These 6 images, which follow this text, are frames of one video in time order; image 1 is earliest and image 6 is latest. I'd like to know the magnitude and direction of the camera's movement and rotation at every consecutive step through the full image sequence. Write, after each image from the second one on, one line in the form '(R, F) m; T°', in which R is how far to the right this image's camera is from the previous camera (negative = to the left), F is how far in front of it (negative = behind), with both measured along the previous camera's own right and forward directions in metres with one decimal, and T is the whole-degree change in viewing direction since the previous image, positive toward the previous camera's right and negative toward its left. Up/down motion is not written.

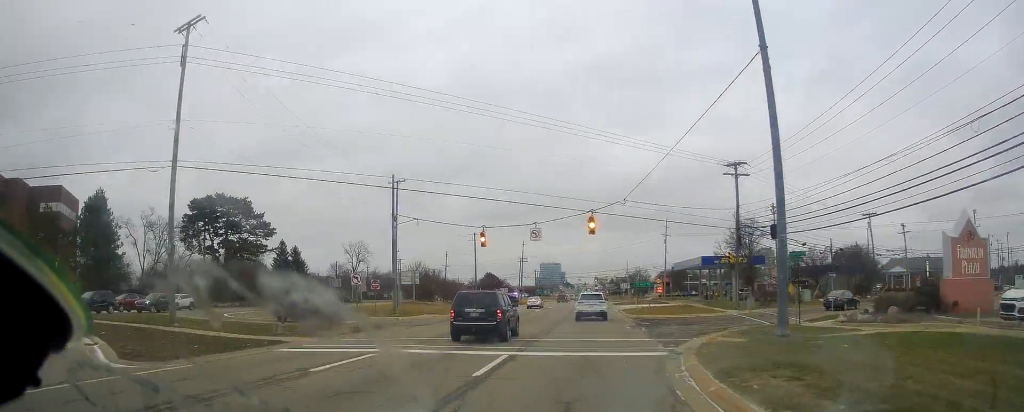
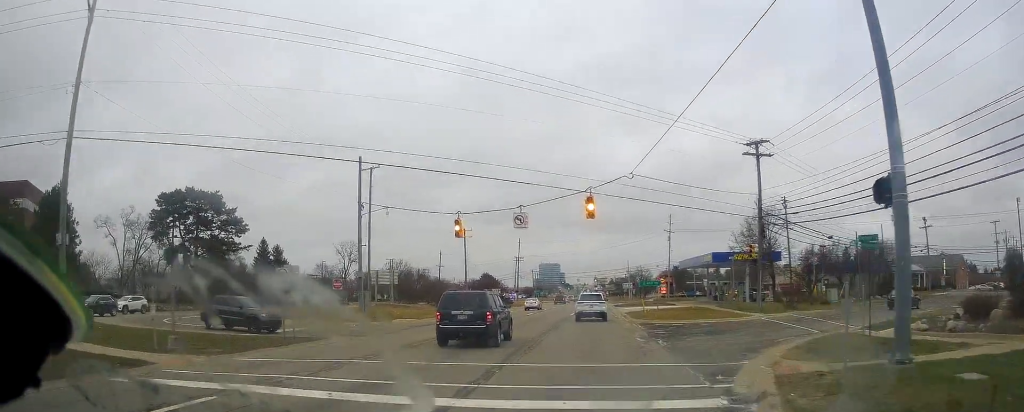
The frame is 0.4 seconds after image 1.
(+0.1, +7.9) m; -1°
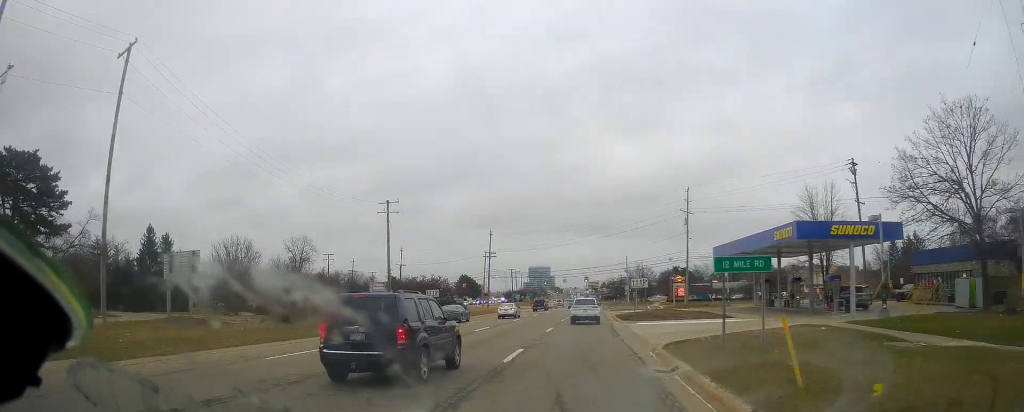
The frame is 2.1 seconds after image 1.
(+0.5, +33.8) m; +3°
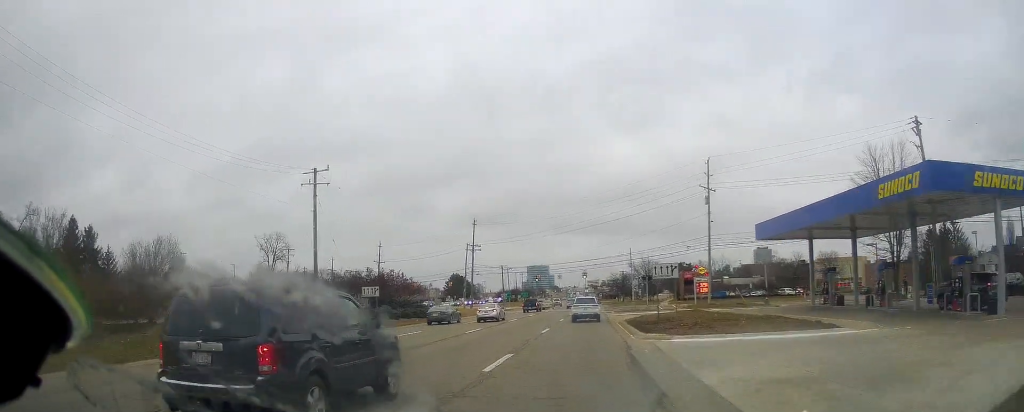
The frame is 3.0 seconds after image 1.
(+0.1, +17.3) m; -1°
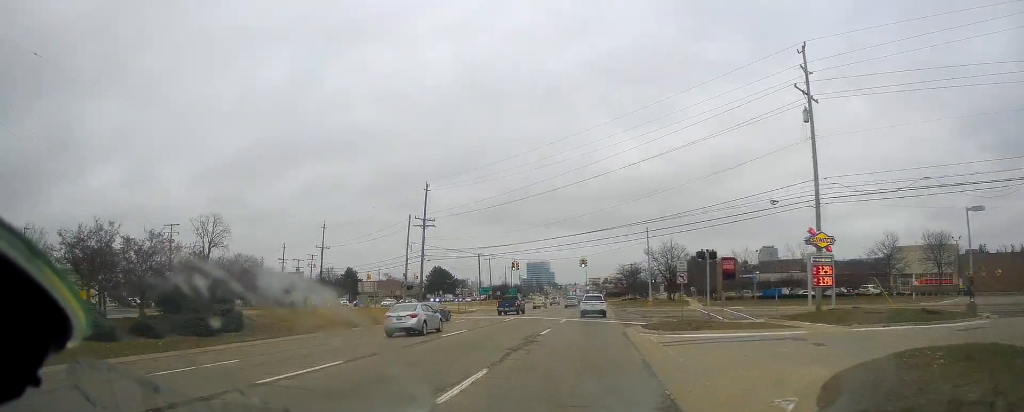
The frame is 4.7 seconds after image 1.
(-0.7, +34.7) m; 0°
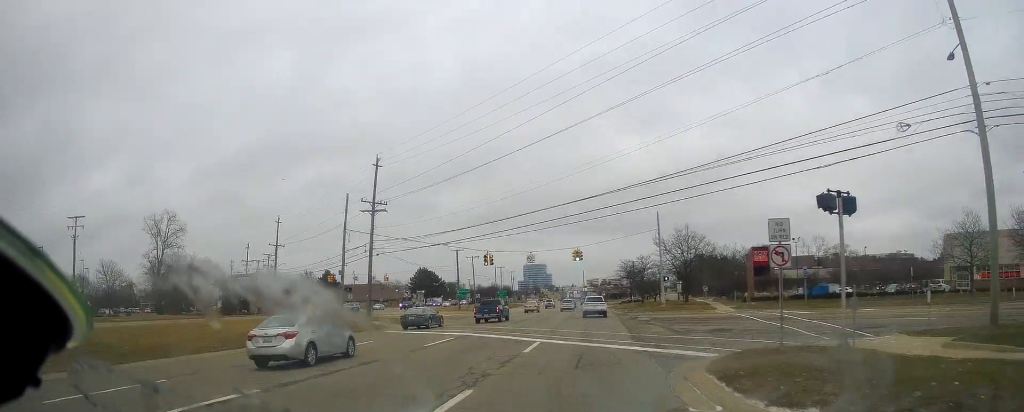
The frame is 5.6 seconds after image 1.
(+0.5, +18.5) m; 0°
